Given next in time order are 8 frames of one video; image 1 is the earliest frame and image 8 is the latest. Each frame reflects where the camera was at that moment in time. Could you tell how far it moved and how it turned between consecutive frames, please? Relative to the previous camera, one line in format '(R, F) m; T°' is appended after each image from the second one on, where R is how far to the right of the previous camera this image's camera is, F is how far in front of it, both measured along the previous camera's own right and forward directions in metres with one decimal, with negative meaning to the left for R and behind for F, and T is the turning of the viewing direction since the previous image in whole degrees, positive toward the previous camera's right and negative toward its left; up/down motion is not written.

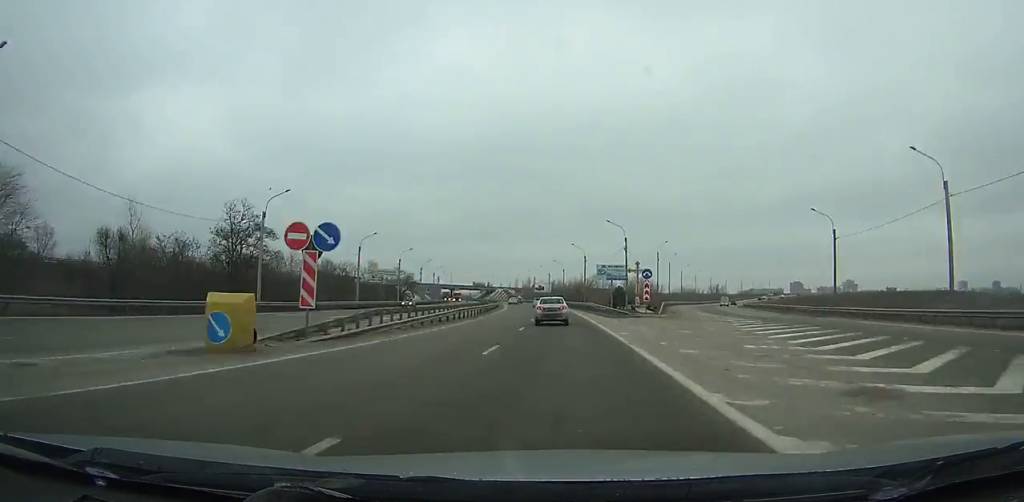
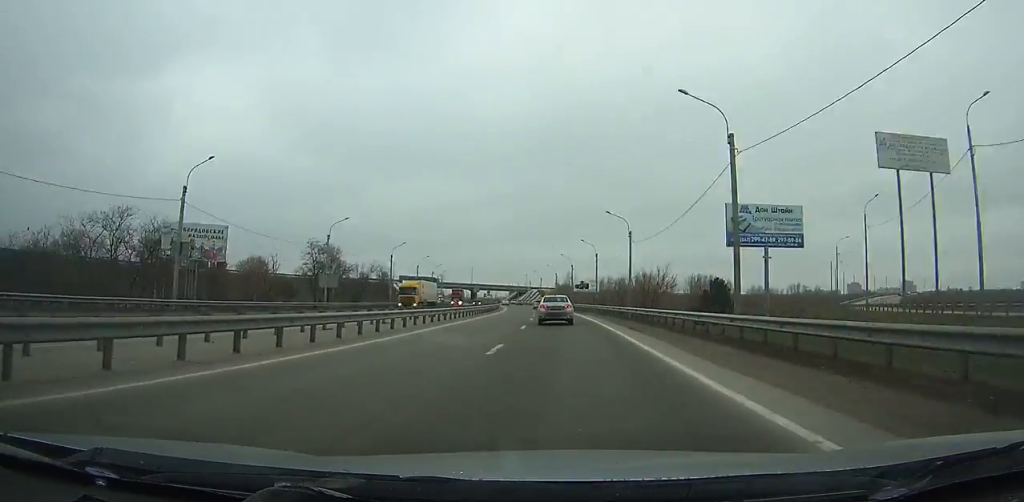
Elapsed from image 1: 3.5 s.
(-2.5, +72.7) m; -4°
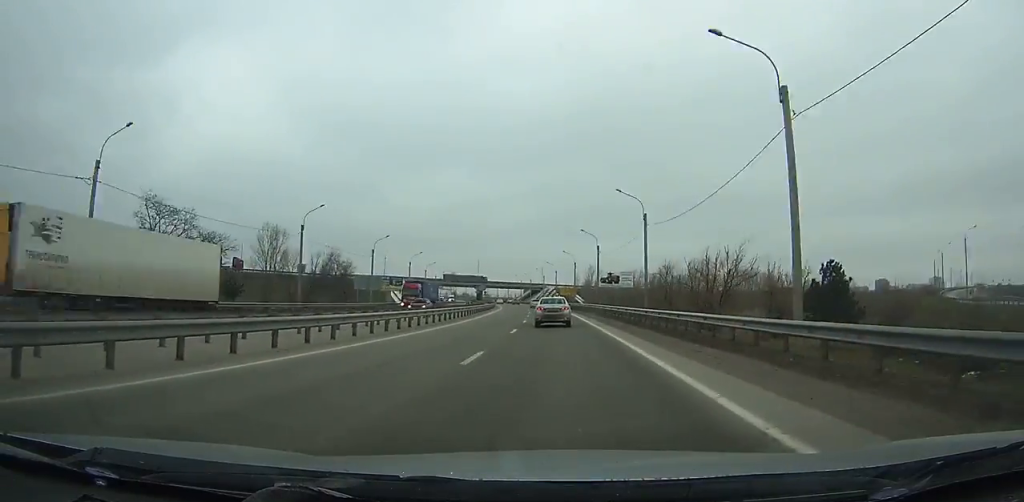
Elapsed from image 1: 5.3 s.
(-0.7, +38.0) m; -2°
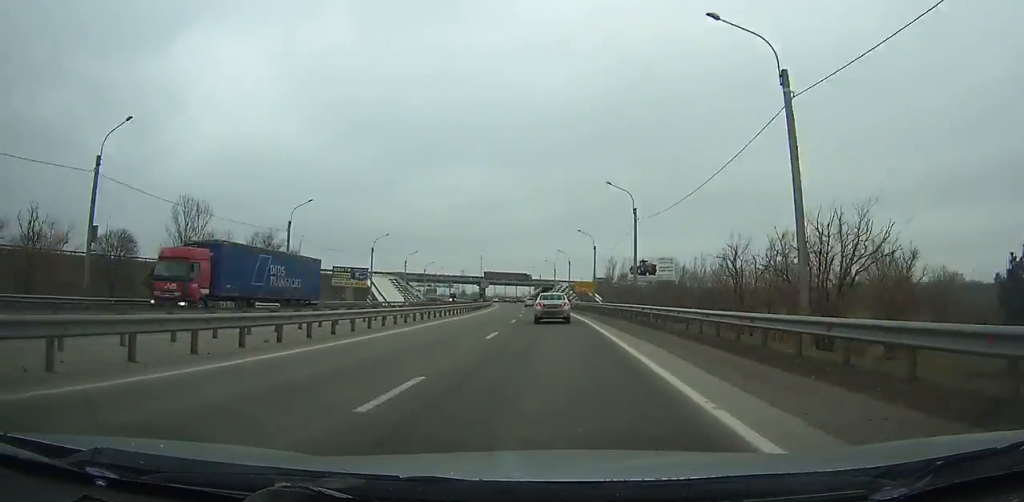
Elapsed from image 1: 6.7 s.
(-0.5, +29.6) m; -2°
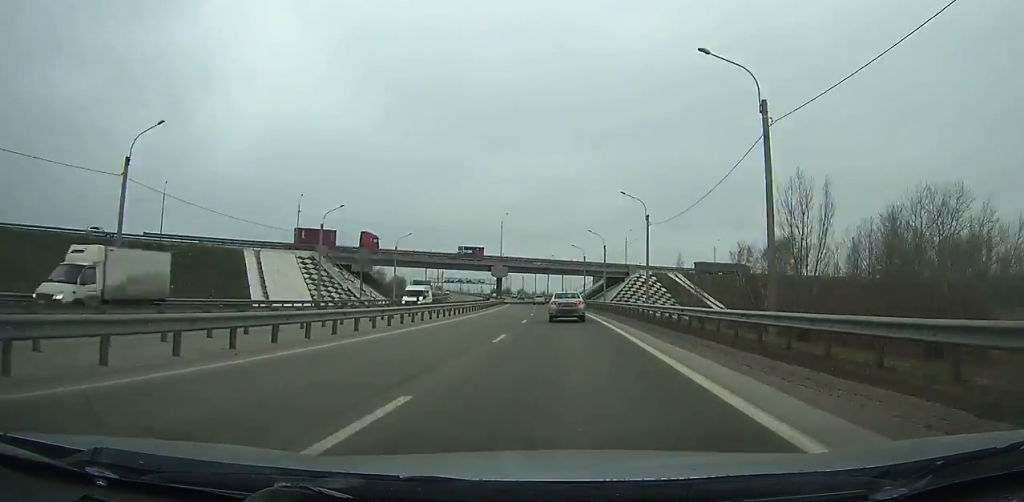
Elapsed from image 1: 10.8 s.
(-4.0, +86.3) m; -6°
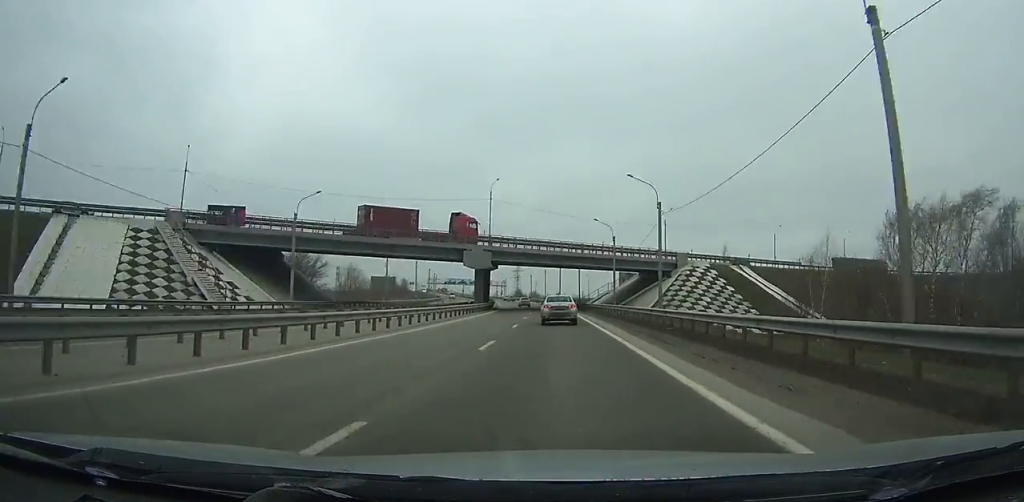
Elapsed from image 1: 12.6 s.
(-1.4, +38.1) m; -1°
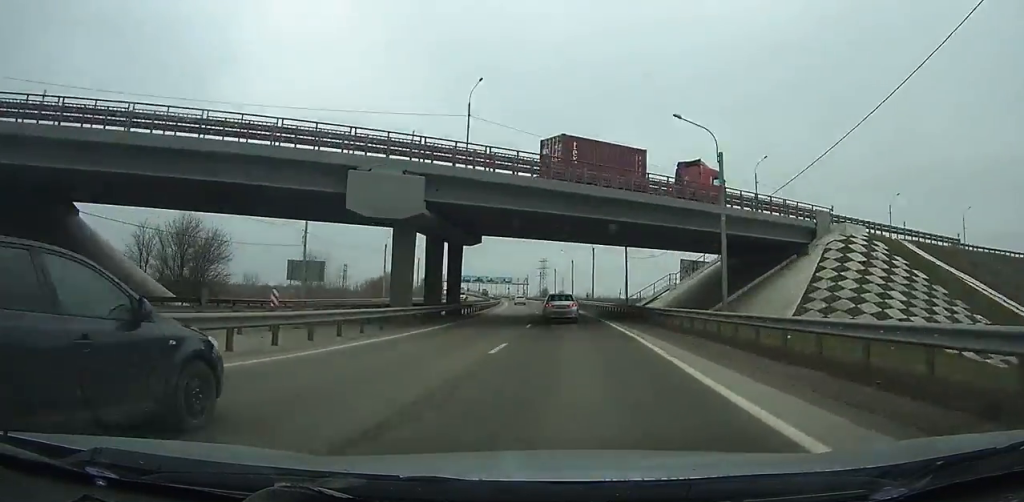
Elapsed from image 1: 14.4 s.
(-0.5, +38.4) m; -2°
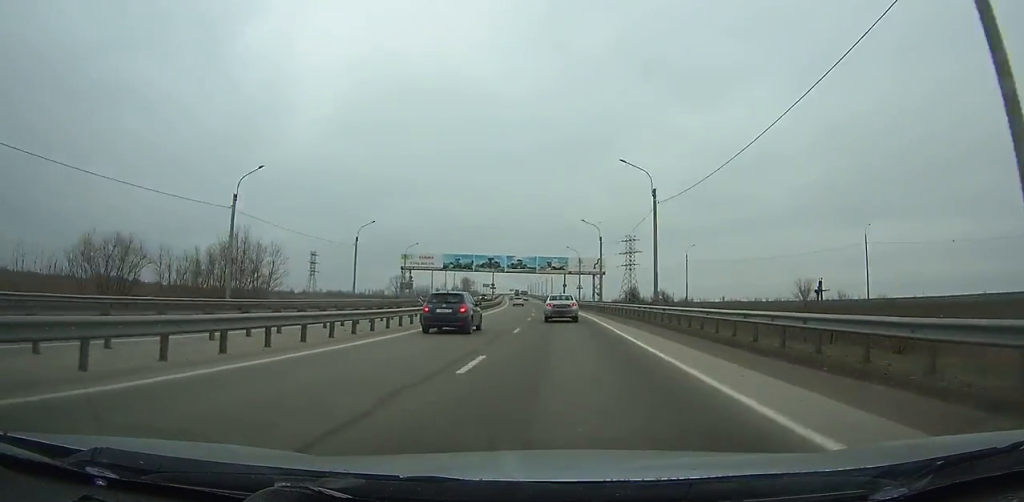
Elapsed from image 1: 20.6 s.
(-10.0, +135.9) m; -9°
